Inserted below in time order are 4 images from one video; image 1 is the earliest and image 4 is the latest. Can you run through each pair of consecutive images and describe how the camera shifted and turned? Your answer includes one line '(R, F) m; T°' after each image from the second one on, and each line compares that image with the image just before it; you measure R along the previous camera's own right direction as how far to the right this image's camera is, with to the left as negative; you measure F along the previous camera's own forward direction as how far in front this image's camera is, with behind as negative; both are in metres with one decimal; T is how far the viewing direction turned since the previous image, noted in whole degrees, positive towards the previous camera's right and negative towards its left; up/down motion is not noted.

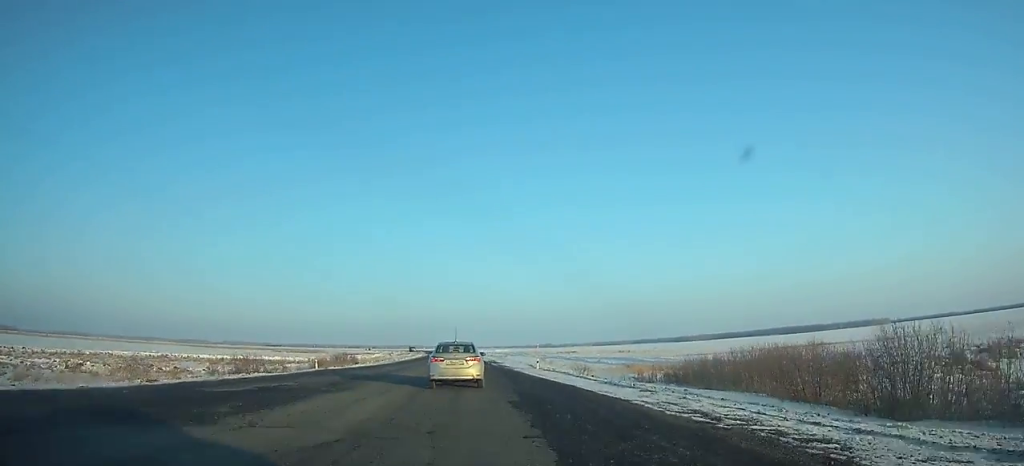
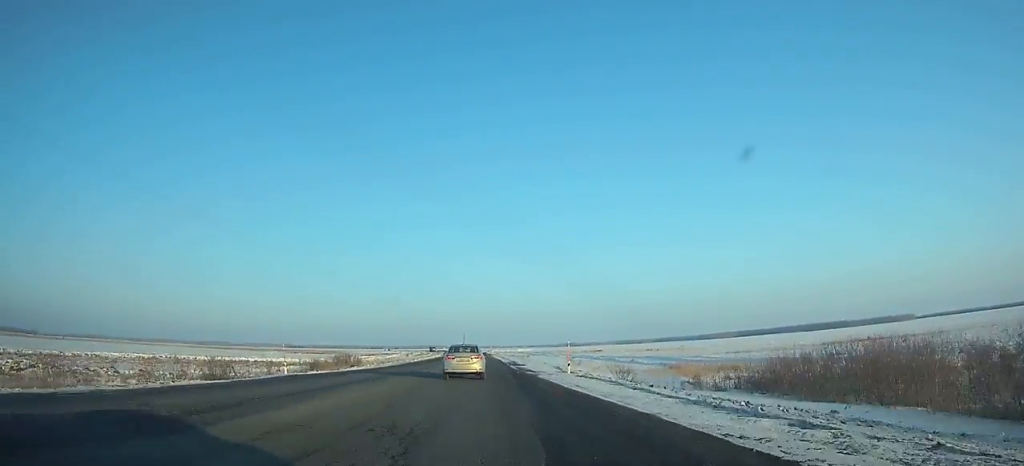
(+0.3, +16.7) m; -1°
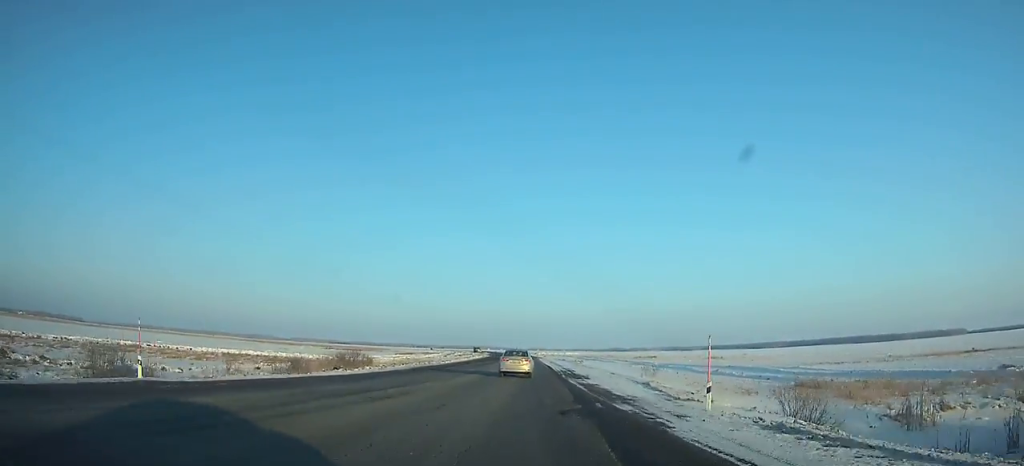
(-1.1, +23.8) m; -1°
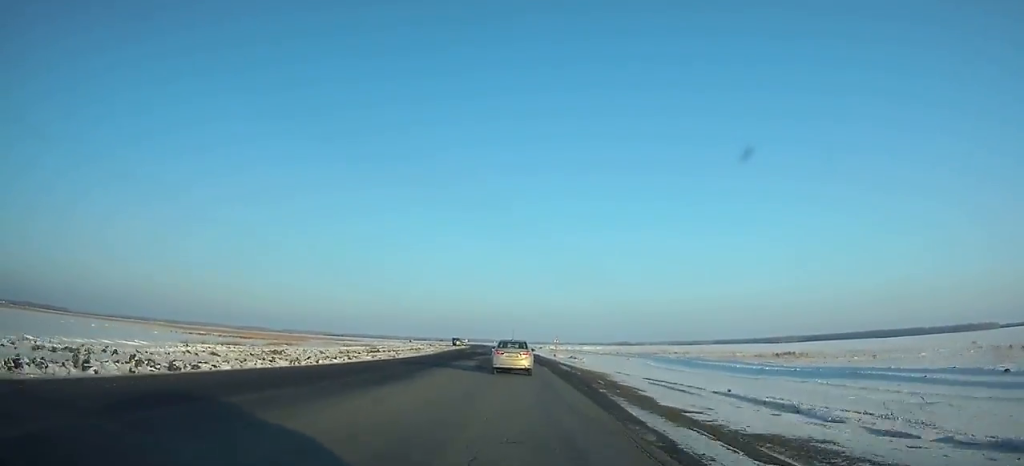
(-3.2, +119.2) m; -3°
